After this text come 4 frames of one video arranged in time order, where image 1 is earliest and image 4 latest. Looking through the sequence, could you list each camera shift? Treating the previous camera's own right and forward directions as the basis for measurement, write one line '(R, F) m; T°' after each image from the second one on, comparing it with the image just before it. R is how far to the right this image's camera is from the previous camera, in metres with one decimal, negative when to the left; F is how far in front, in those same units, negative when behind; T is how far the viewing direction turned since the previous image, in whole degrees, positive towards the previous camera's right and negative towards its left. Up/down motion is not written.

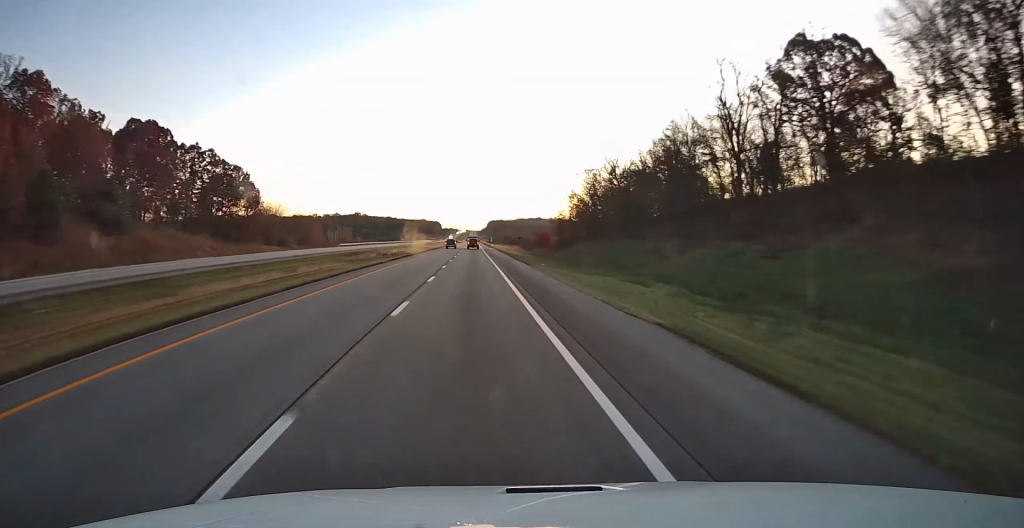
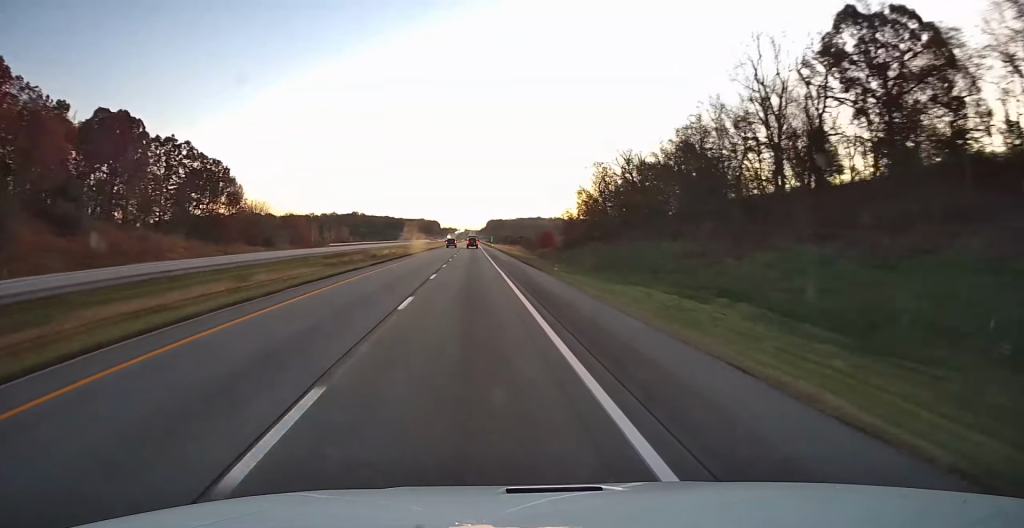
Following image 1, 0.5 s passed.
(+0.2, +10.5) m; 0°
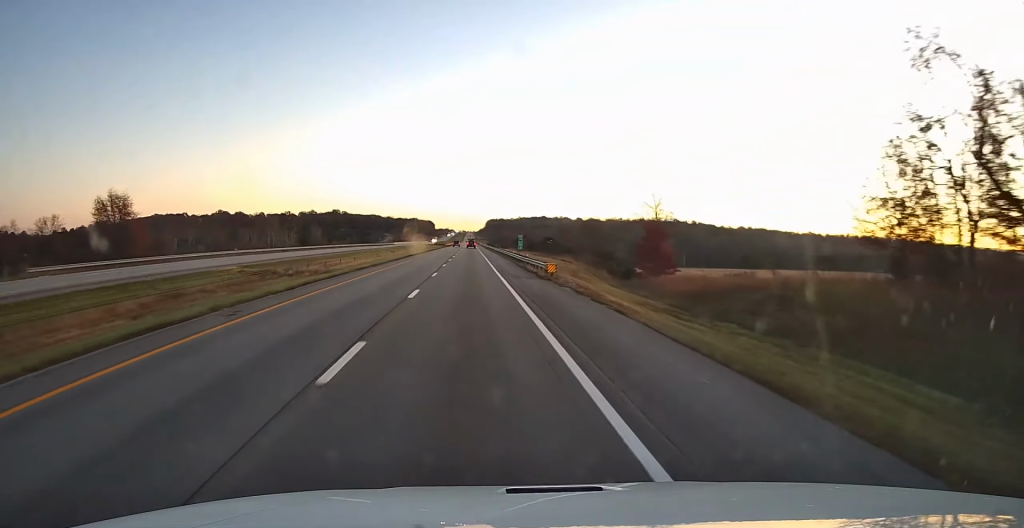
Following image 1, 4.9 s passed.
(-0.5, +102.1) m; 0°
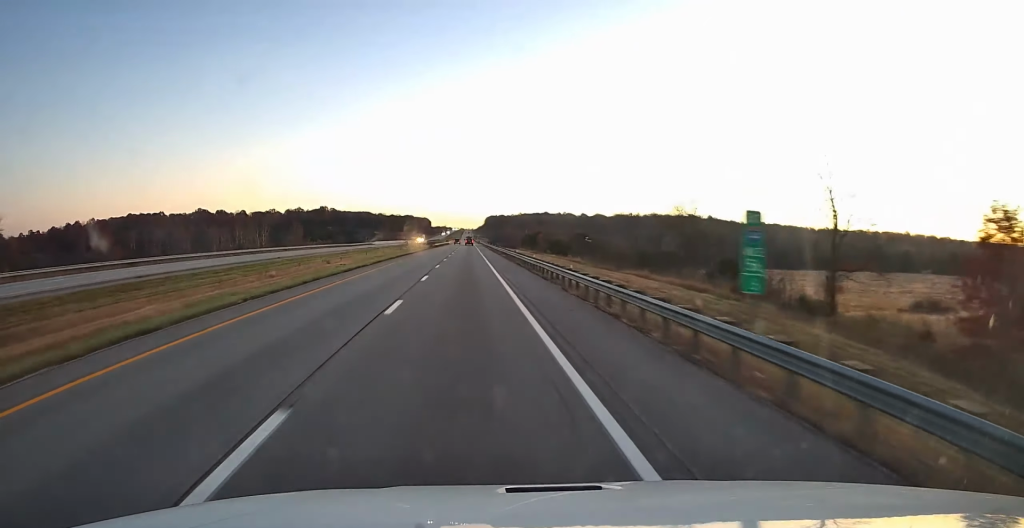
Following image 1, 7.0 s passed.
(-0.3, +51.3) m; 0°
